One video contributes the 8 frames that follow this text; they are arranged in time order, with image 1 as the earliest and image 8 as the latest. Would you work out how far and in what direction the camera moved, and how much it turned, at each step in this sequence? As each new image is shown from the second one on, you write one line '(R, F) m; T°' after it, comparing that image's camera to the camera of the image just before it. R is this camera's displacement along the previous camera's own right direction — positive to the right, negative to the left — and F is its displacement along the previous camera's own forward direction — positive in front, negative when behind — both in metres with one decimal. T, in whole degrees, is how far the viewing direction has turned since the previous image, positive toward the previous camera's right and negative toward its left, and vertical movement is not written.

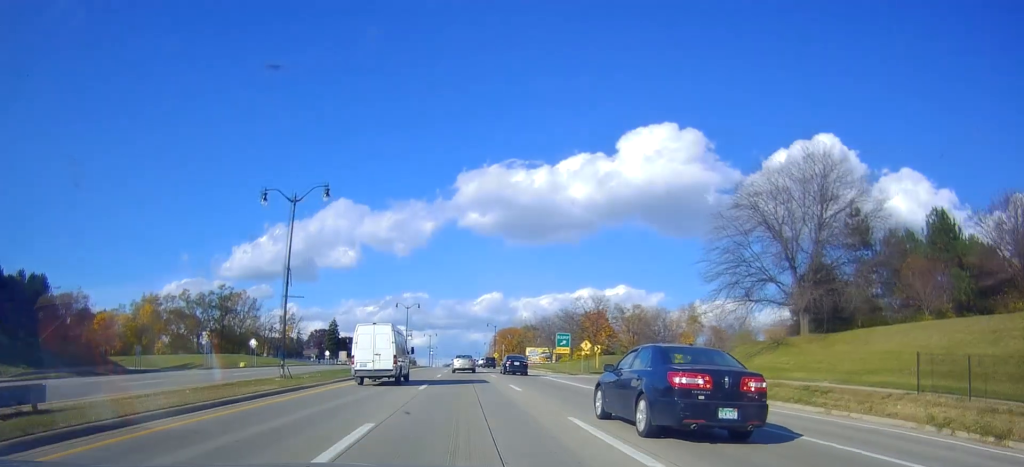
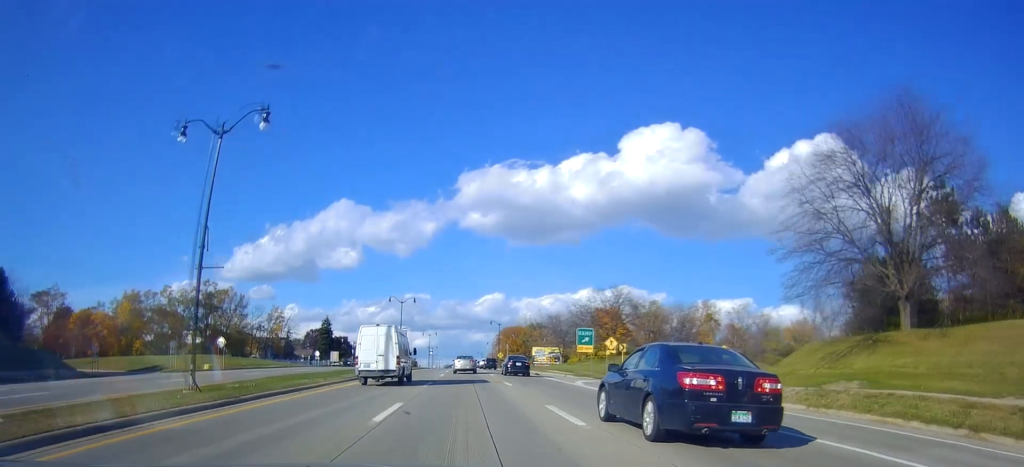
(0.0, +11.5) m; -1°
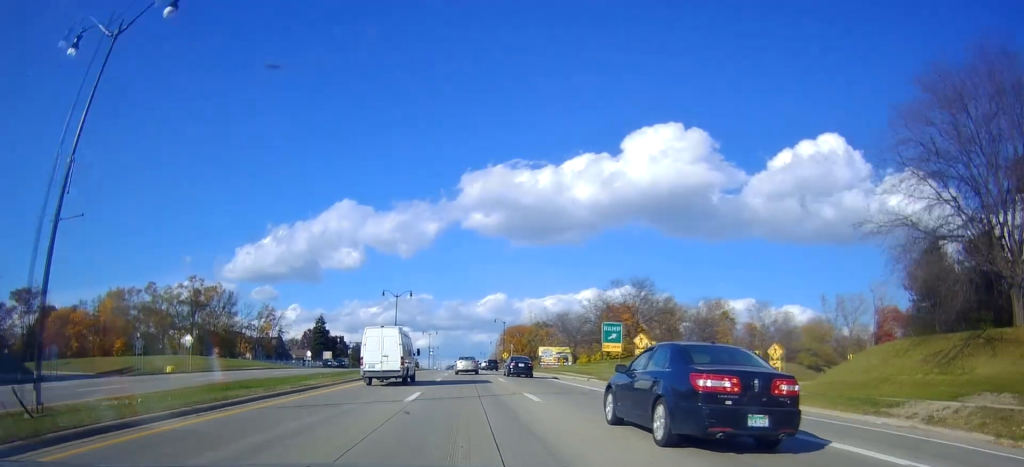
(+0.2, +9.5) m; -1°
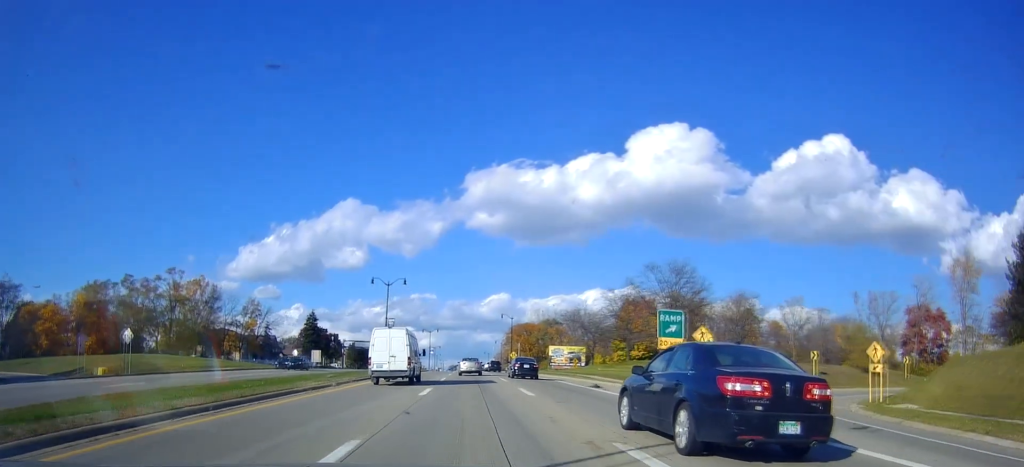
(-0.5, +12.5) m; -1°
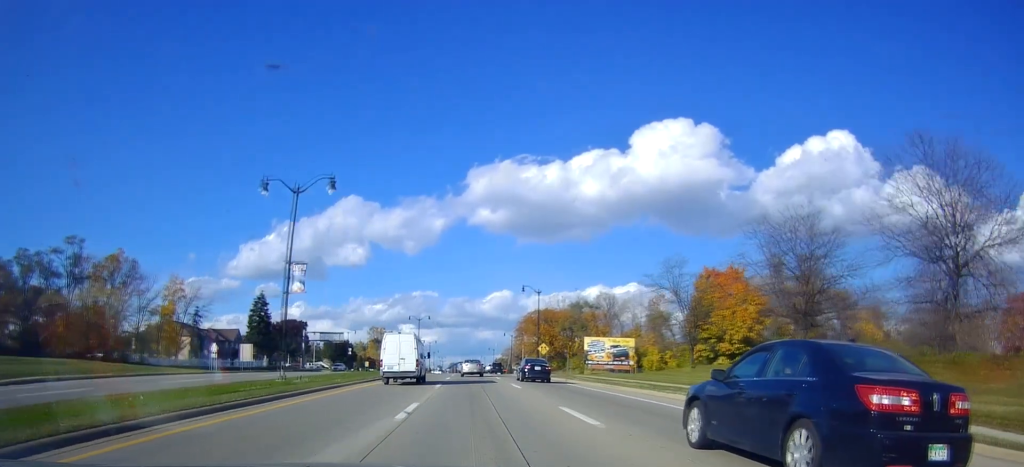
(+0.6, +39.0) m; +1°
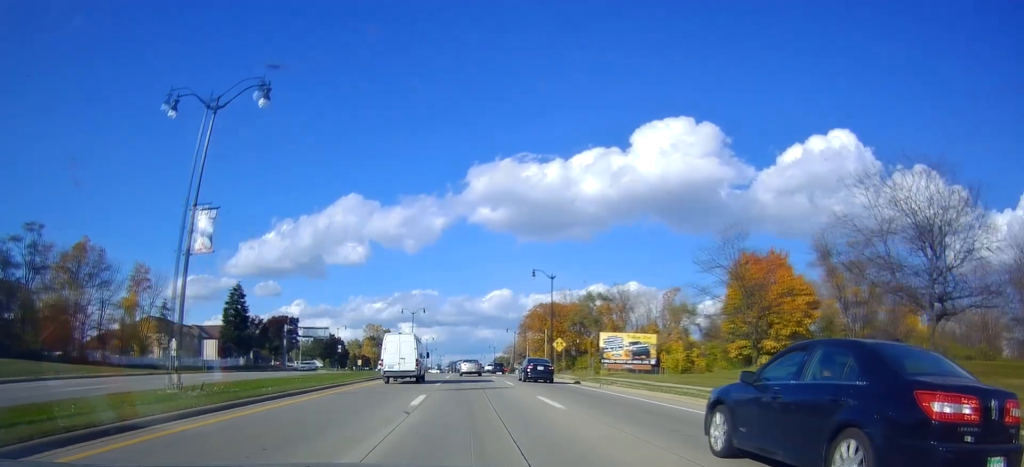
(0.0, +11.6) m; 0°
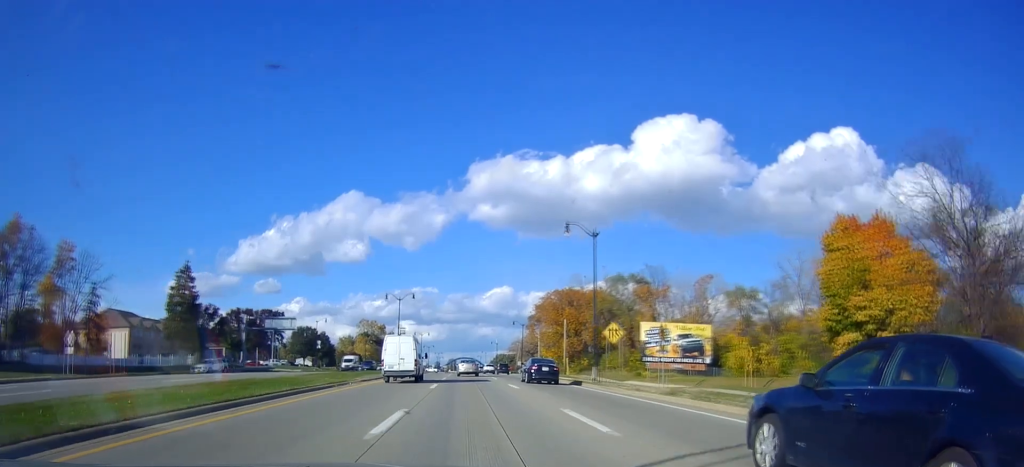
(-0.4, +20.1) m; 0°
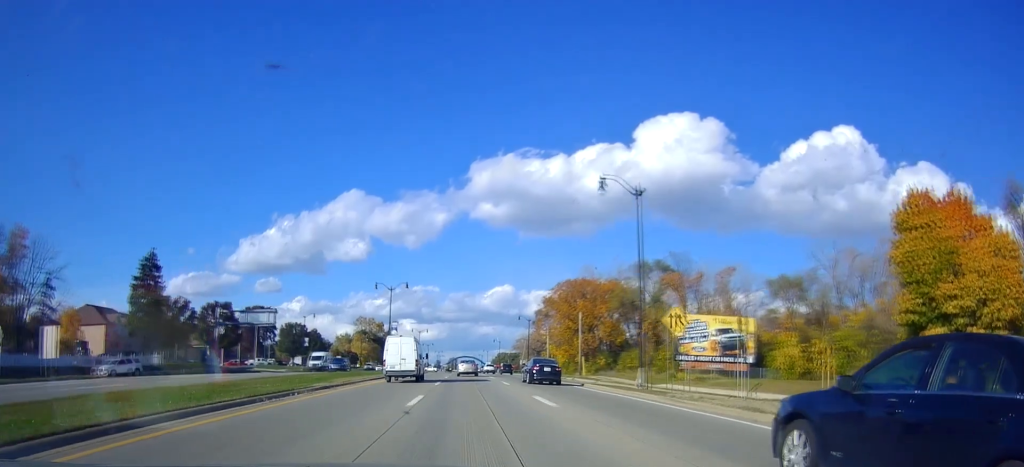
(+0.4, +10.4) m; +1°
